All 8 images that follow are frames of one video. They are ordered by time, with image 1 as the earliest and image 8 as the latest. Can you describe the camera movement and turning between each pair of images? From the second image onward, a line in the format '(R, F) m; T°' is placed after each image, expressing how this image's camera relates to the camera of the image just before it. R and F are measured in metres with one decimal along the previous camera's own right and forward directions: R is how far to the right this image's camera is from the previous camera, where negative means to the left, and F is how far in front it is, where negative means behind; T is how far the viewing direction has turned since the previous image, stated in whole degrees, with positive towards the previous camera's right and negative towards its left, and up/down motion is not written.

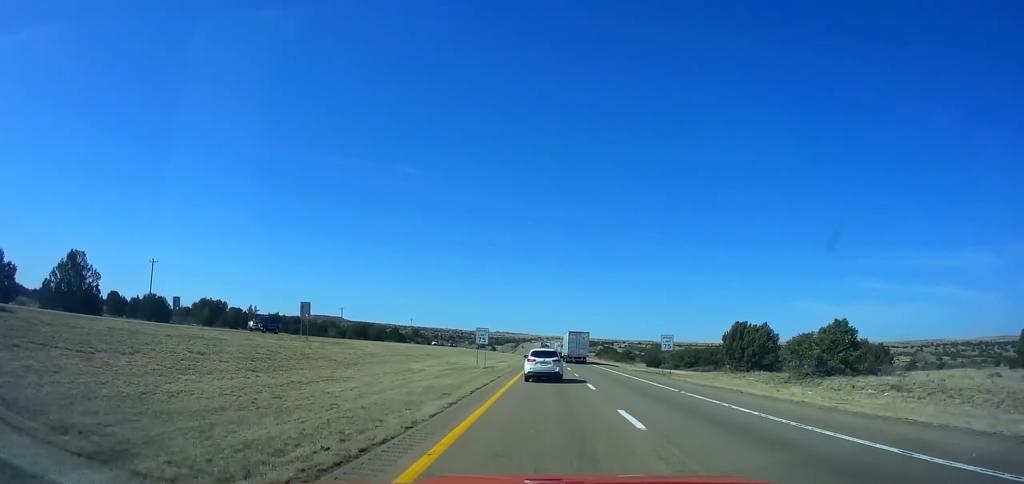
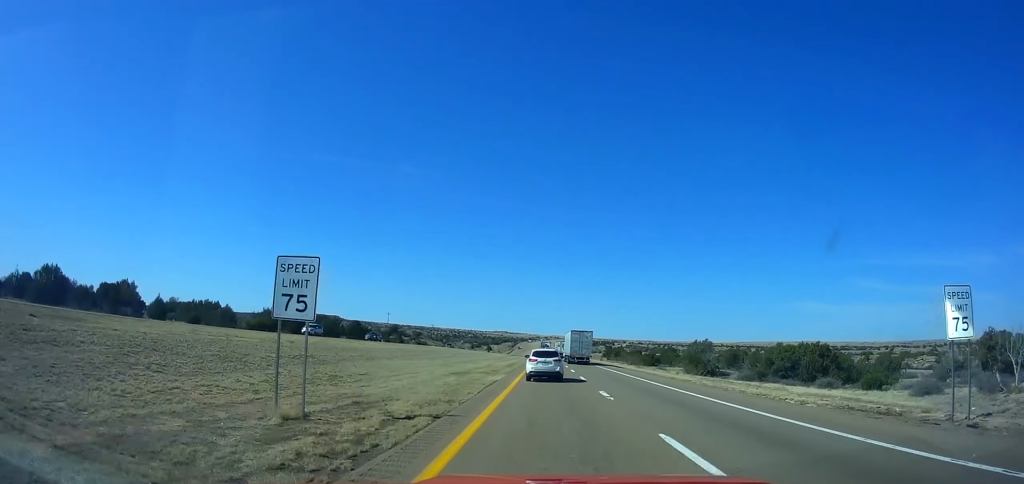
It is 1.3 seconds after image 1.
(+0.3, +40.8) m; 0°
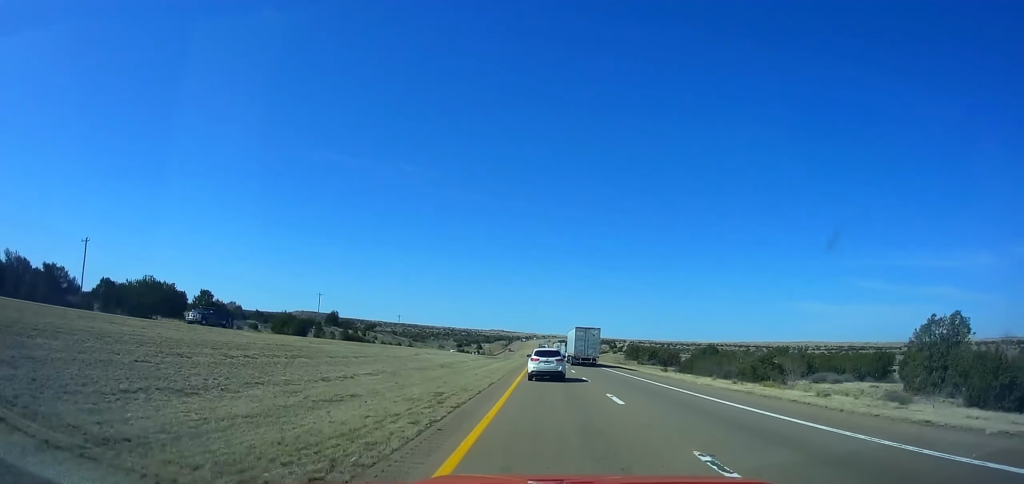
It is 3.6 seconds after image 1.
(-0.4, +73.5) m; 0°
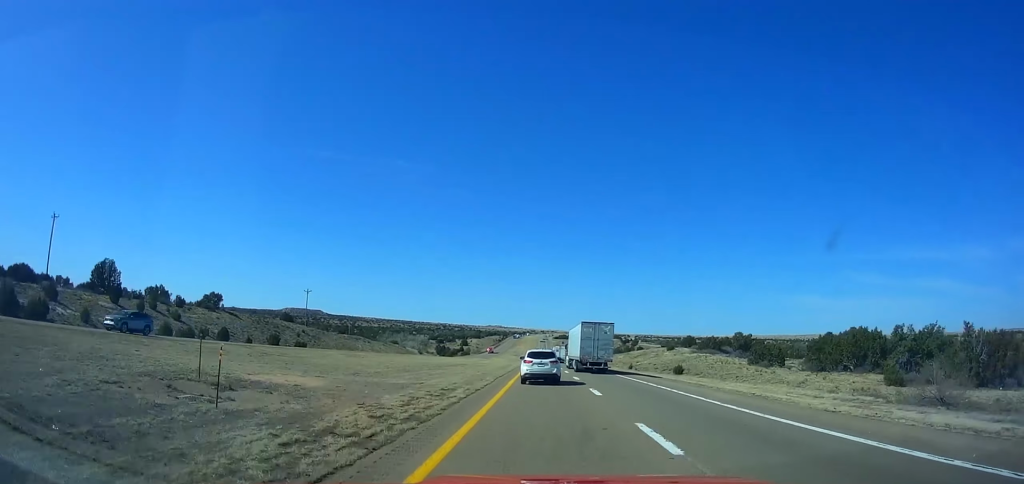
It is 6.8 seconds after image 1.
(+0.2, +104.3) m; 0°
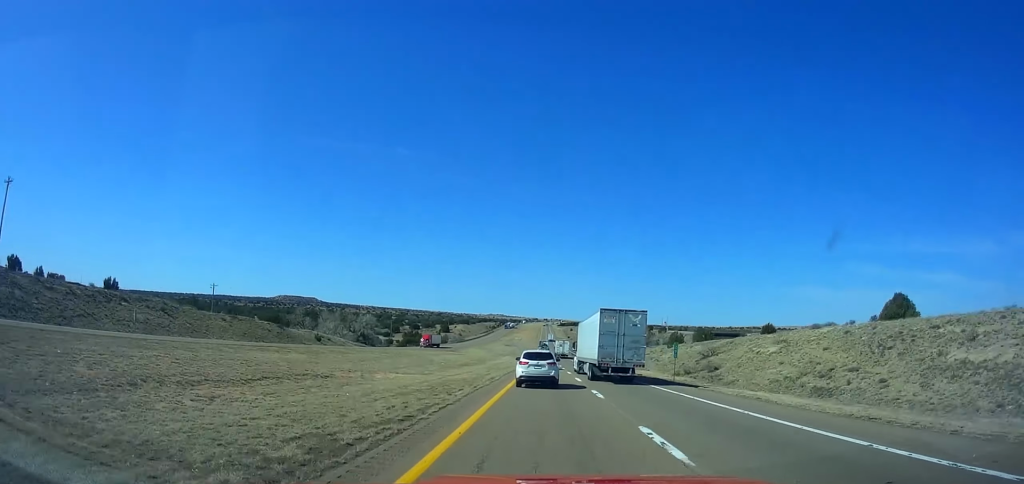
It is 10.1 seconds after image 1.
(0.0, +109.3) m; 0°
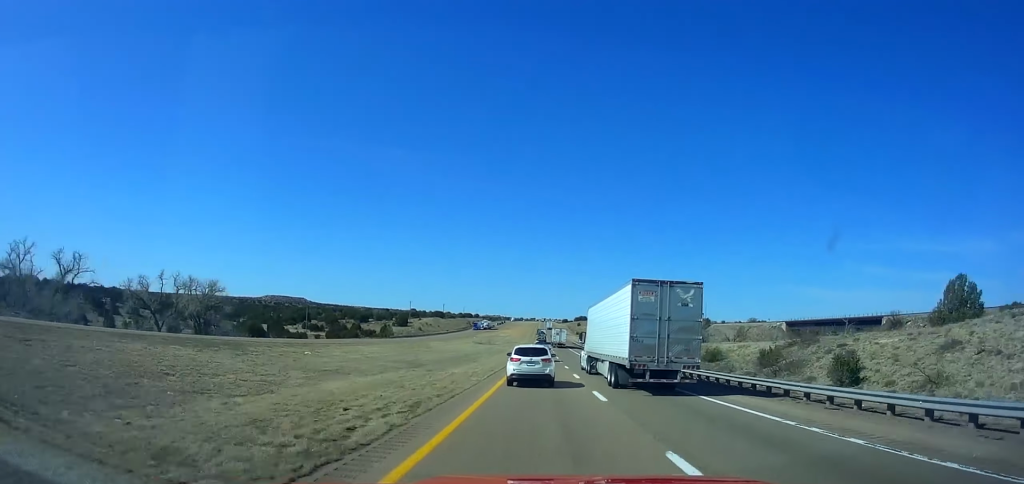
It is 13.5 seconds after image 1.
(-0.2, +113.4) m; 0°
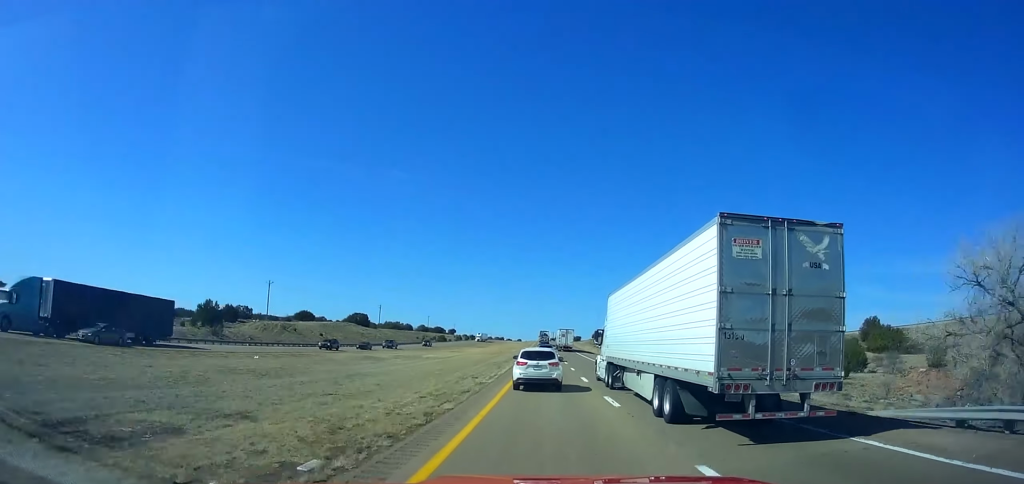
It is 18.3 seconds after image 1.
(-0.7, +158.9) m; -1°
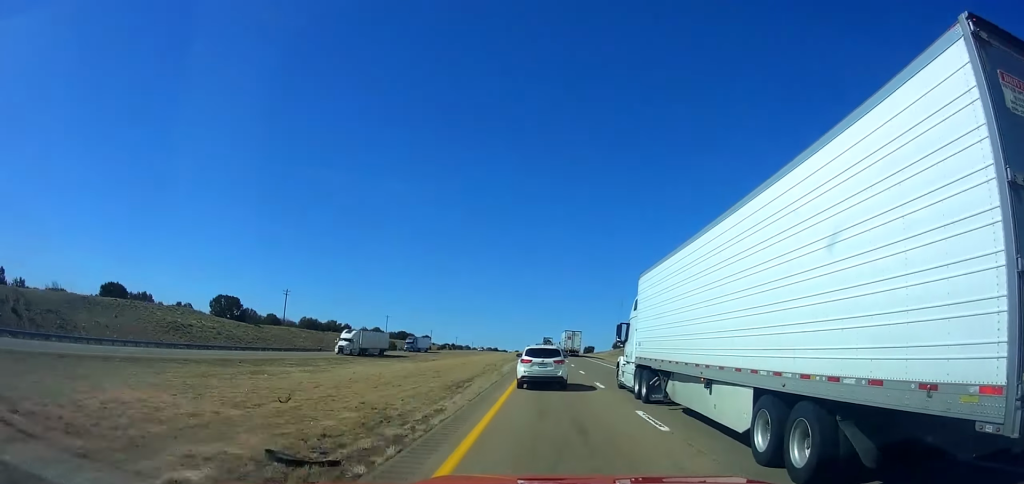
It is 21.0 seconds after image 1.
(-0.4, +87.6) m; 0°
